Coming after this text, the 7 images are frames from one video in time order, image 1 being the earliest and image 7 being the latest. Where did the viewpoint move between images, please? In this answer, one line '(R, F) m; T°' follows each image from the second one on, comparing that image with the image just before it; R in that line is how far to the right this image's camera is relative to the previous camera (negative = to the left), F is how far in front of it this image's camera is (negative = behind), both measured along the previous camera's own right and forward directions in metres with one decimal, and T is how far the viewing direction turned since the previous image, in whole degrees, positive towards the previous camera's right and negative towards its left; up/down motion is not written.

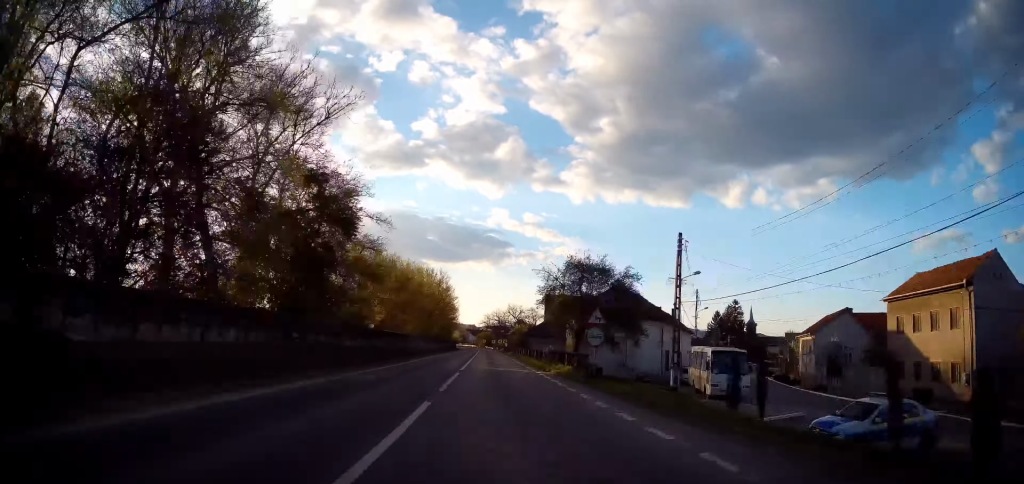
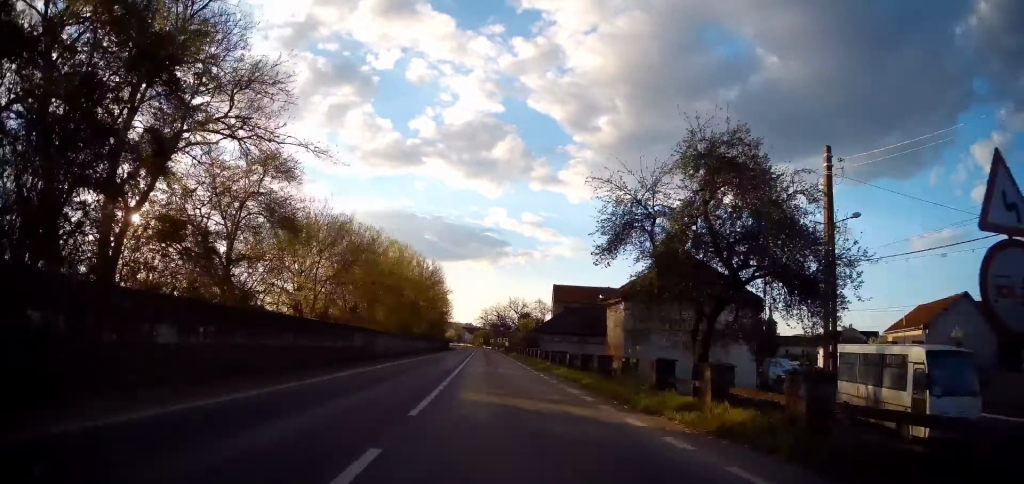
(0.0, +16.9) m; 0°
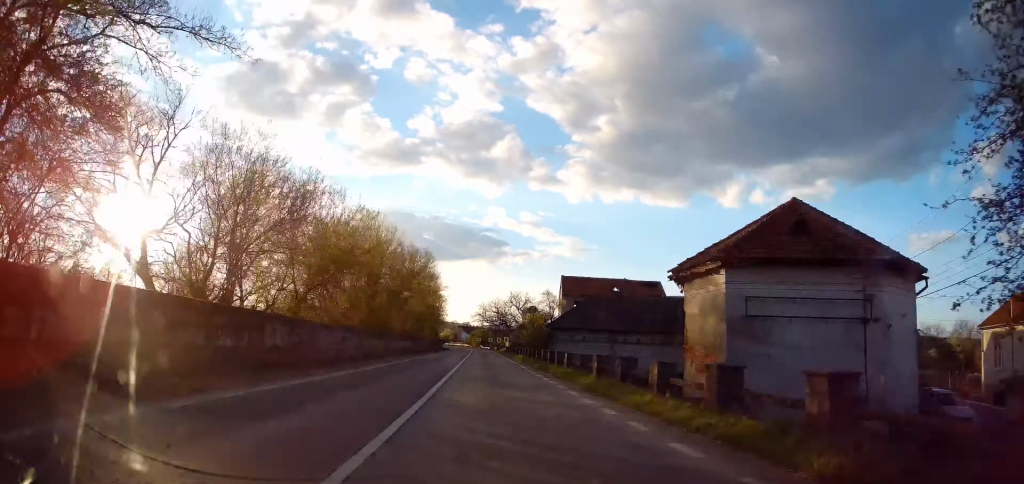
(0.0, +12.6) m; 0°
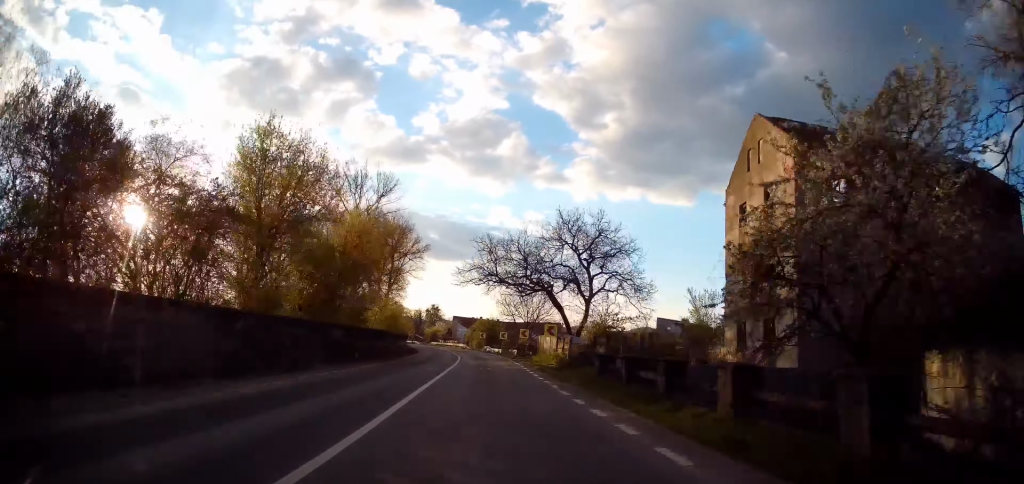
(-0.6, +60.4) m; 0°
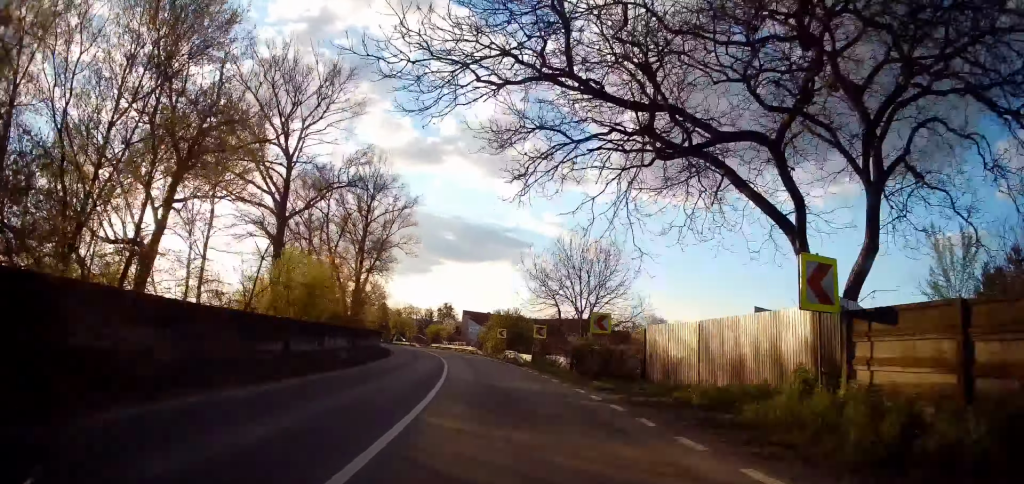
(+0.1, +29.5) m; -1°
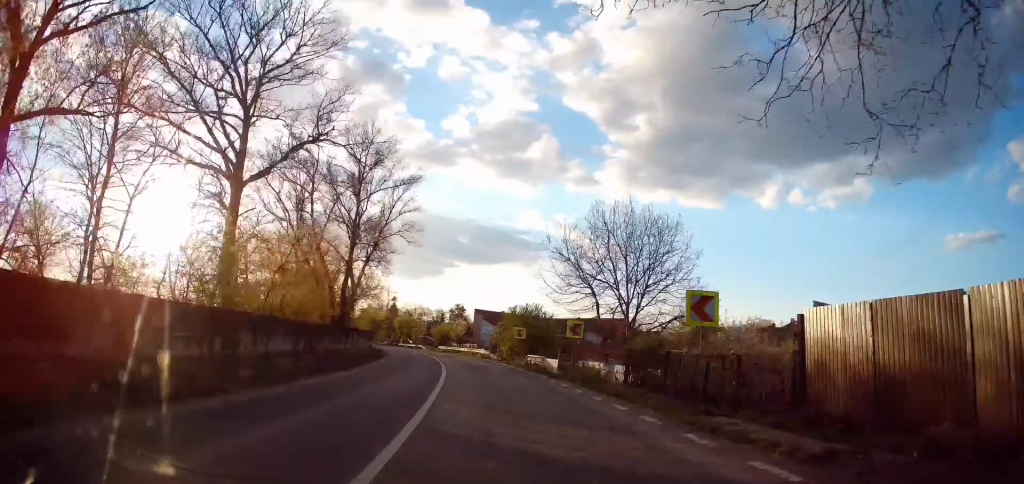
(0.0, +9.8) m; -1°
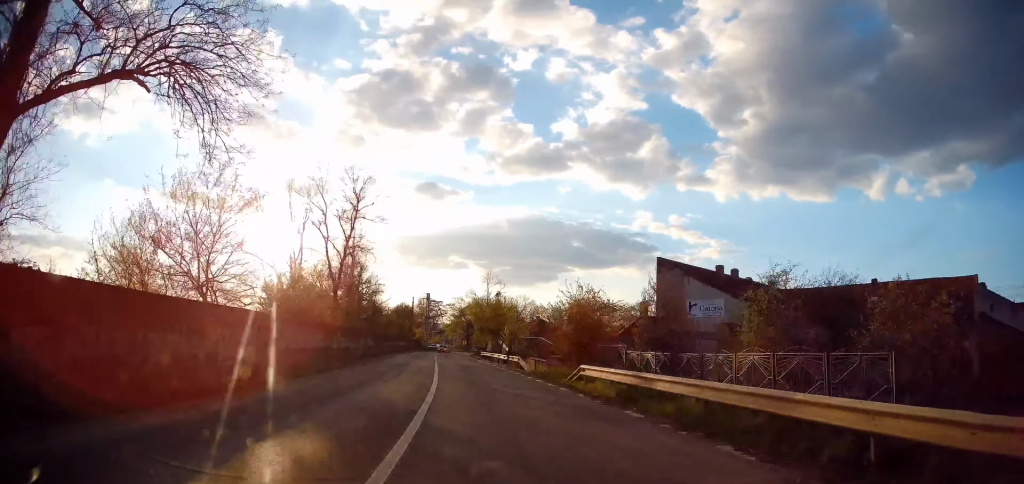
(-3.7, +57.7) m; -9°
